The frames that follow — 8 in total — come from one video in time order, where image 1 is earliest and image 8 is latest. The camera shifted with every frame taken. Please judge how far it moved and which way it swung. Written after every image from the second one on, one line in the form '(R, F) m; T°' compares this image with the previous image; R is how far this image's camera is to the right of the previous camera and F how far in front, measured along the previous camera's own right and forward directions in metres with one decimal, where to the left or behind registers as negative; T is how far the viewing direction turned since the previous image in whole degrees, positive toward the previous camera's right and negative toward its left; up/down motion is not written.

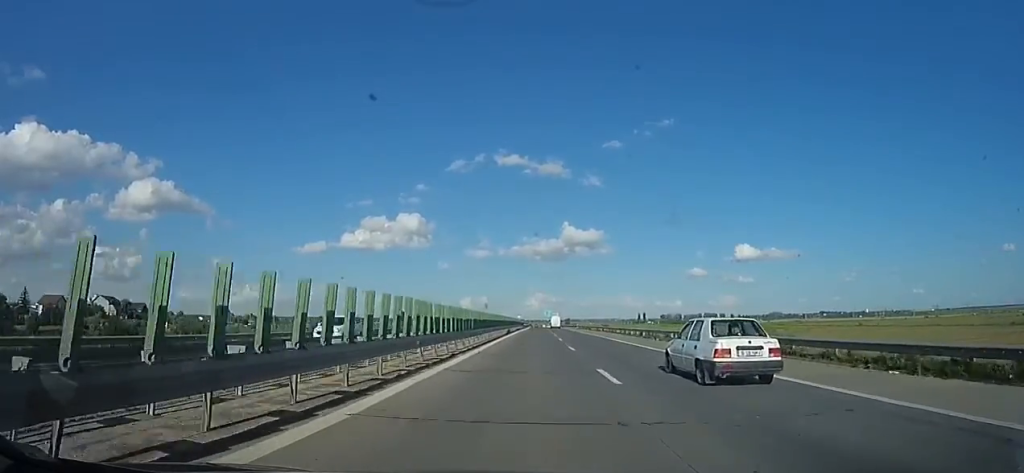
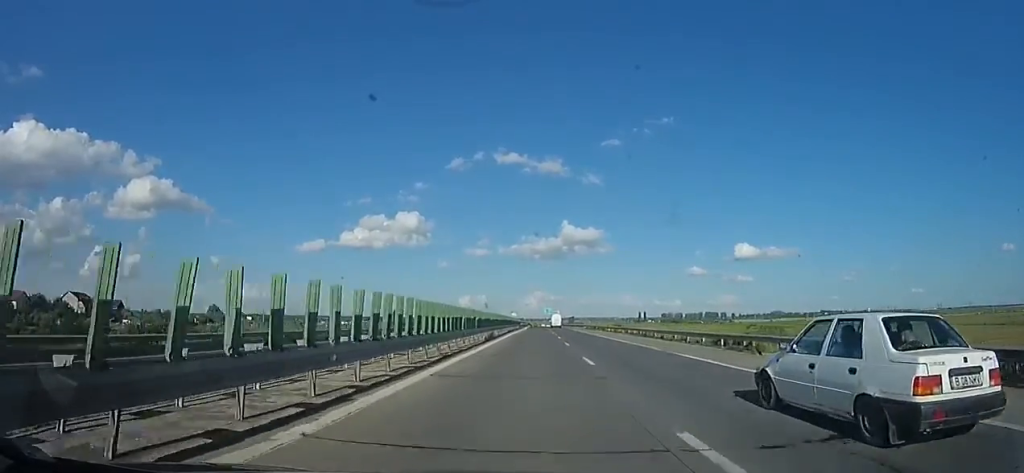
(+0.1, +19.4) m; -1°
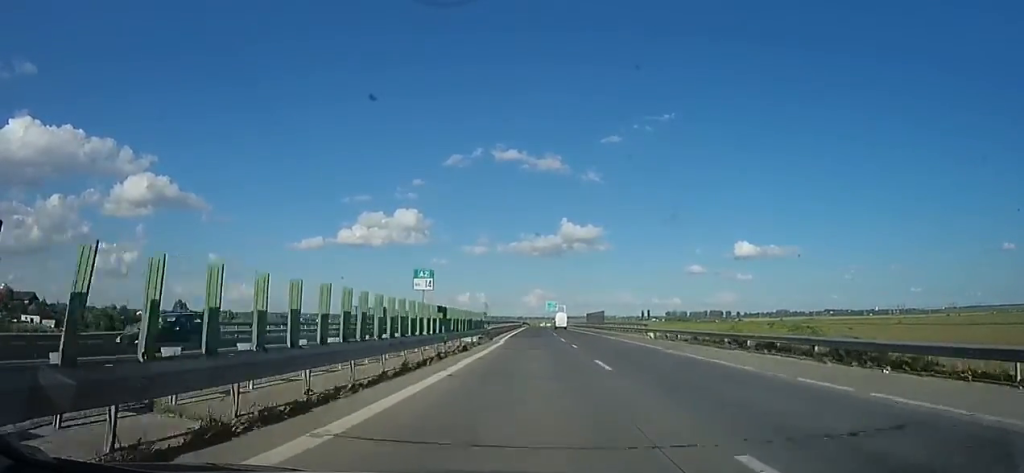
(-0.1, +59.6) m; +2°
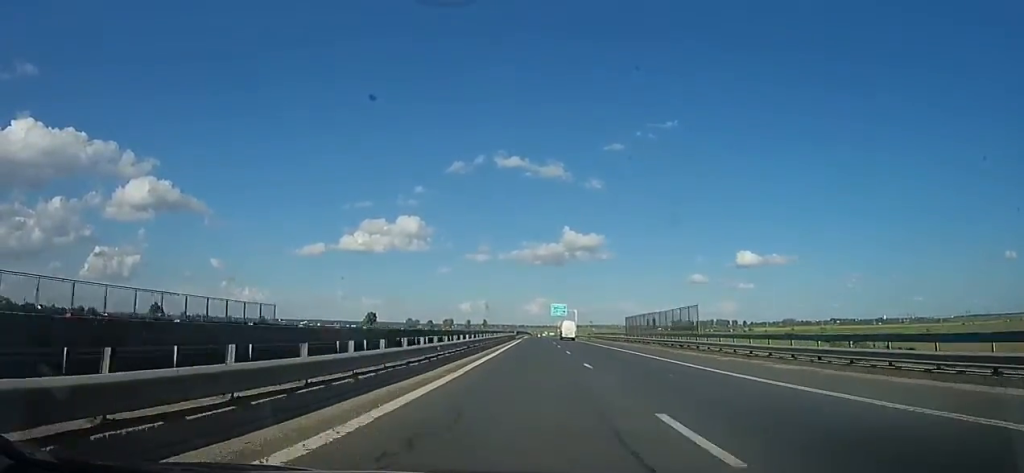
(+0.5, +40.7) m; 0°
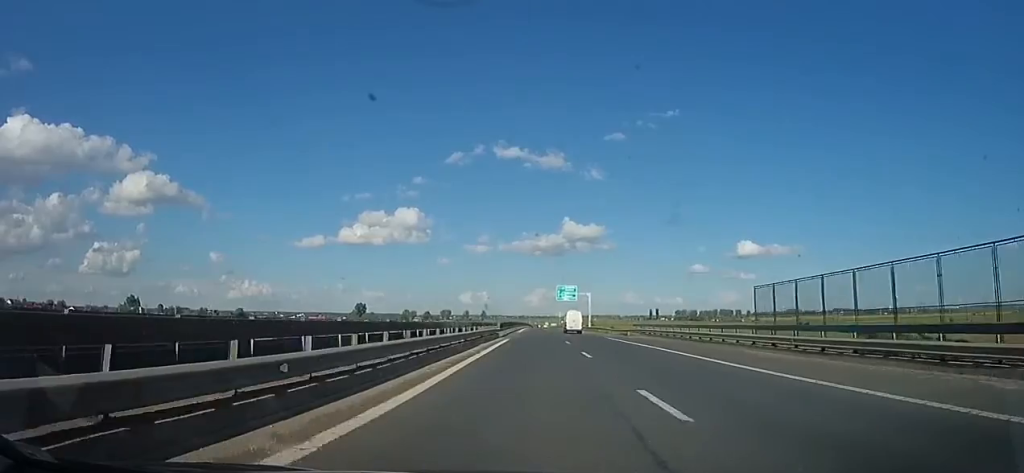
(-0.1, +33.9) m; -2°
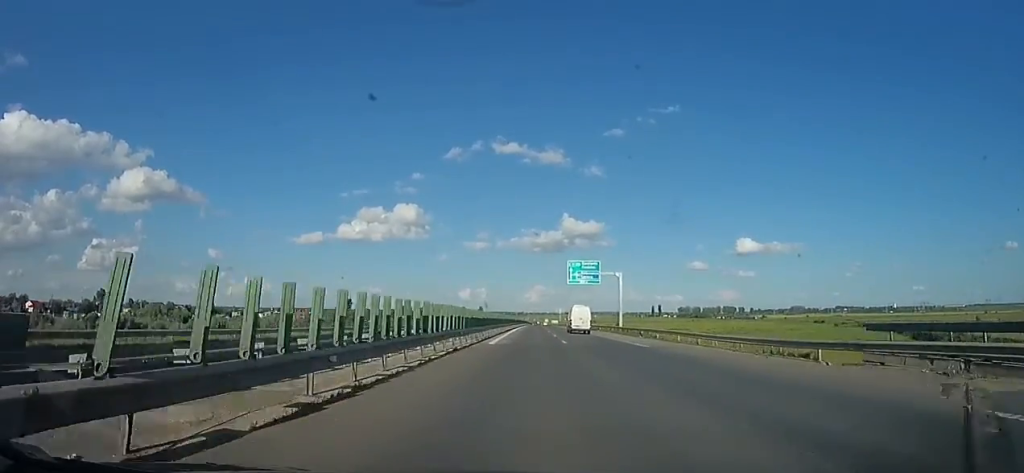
(-1.5, +38.2) m; 0°
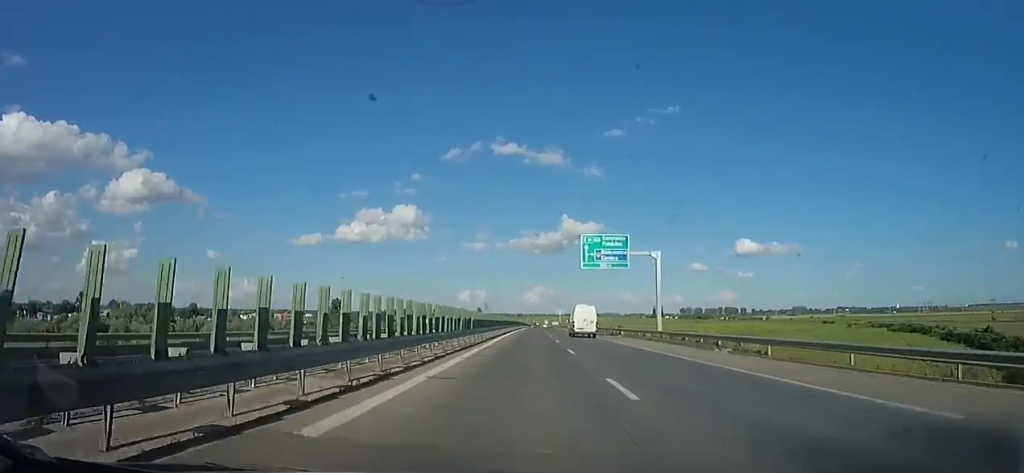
(+0.8, +20.0) m; +1°
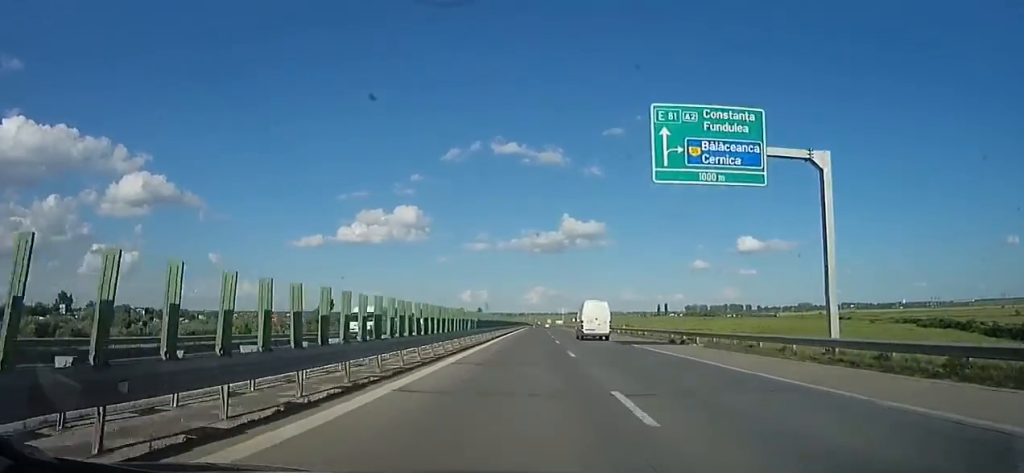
(+0.5, +25.9) m; 0°
